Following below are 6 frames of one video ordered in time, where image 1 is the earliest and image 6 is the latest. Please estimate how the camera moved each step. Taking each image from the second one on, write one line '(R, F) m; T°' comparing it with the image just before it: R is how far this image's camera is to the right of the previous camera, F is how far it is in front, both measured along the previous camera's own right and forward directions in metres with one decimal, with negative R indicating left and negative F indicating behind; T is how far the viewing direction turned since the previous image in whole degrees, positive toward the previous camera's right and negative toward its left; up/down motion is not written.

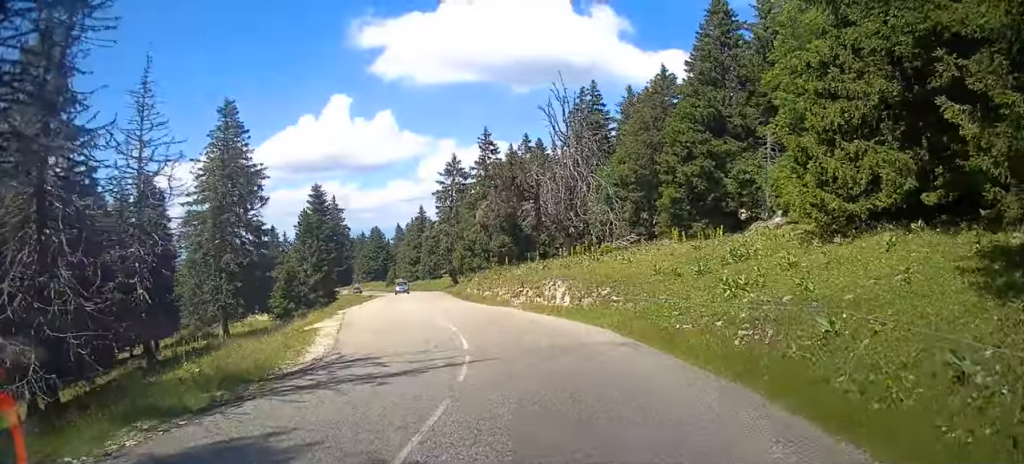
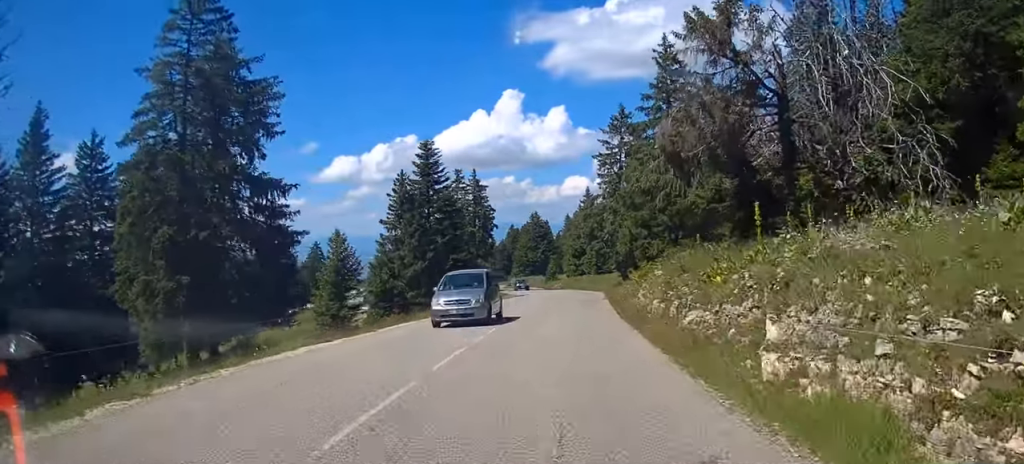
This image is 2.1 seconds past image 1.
(-3.7, +27.1) m; -11°
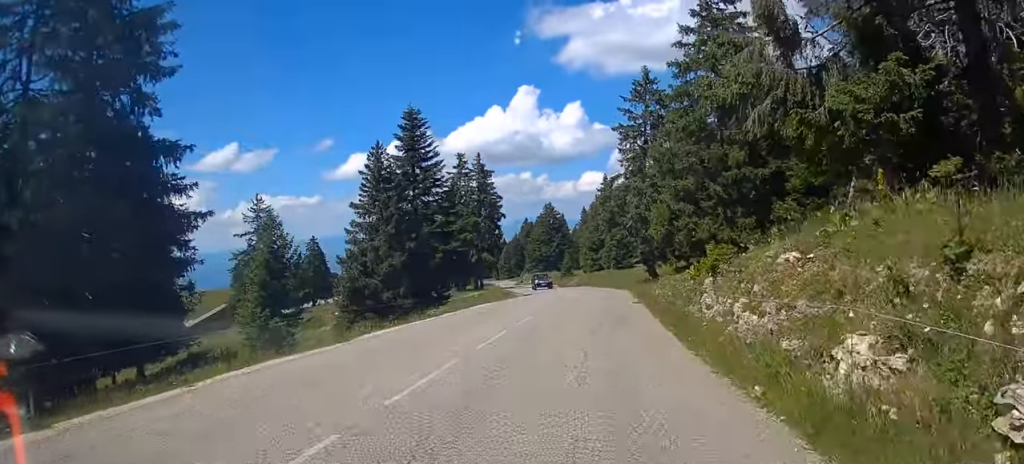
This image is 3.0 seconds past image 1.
(+0.2, +11.7) m; -1°
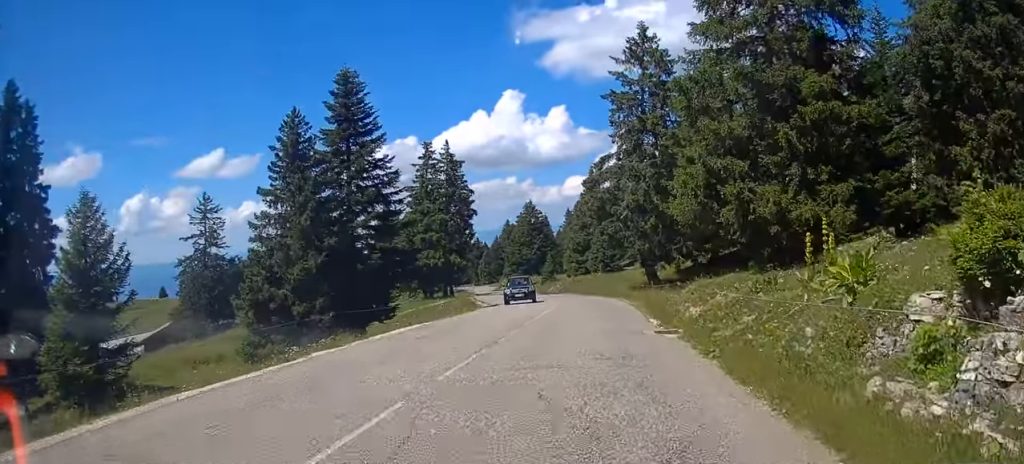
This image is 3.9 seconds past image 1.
(-0.3, +12.0) m; -1°
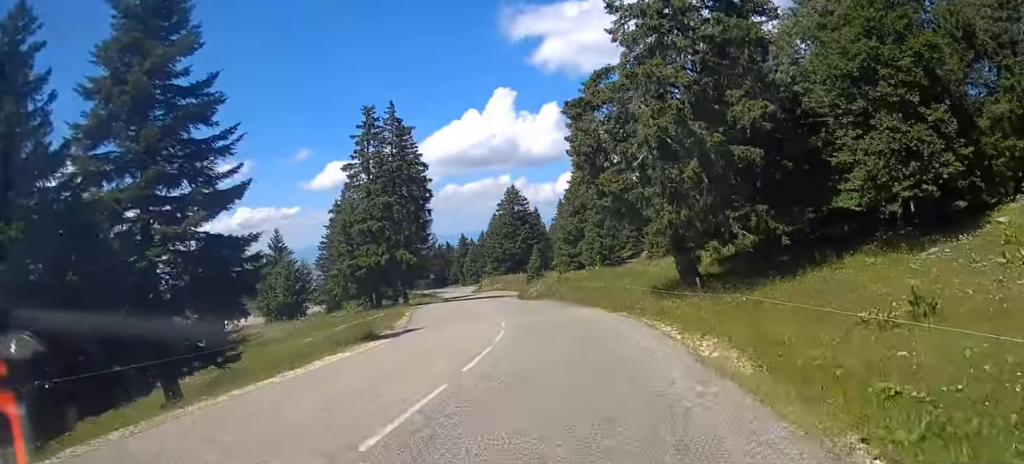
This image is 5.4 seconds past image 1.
(-0.2, +19.7) m; -4°
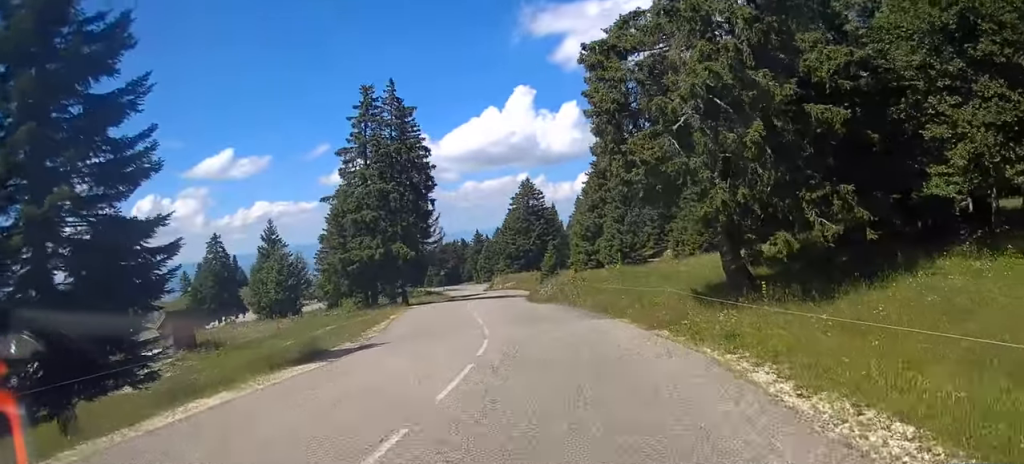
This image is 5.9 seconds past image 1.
(-0.4, +6.2) m; -2°
